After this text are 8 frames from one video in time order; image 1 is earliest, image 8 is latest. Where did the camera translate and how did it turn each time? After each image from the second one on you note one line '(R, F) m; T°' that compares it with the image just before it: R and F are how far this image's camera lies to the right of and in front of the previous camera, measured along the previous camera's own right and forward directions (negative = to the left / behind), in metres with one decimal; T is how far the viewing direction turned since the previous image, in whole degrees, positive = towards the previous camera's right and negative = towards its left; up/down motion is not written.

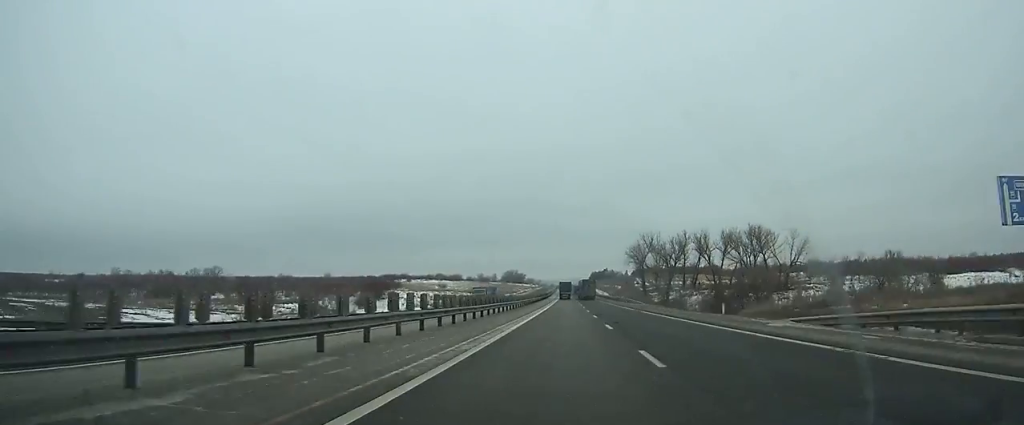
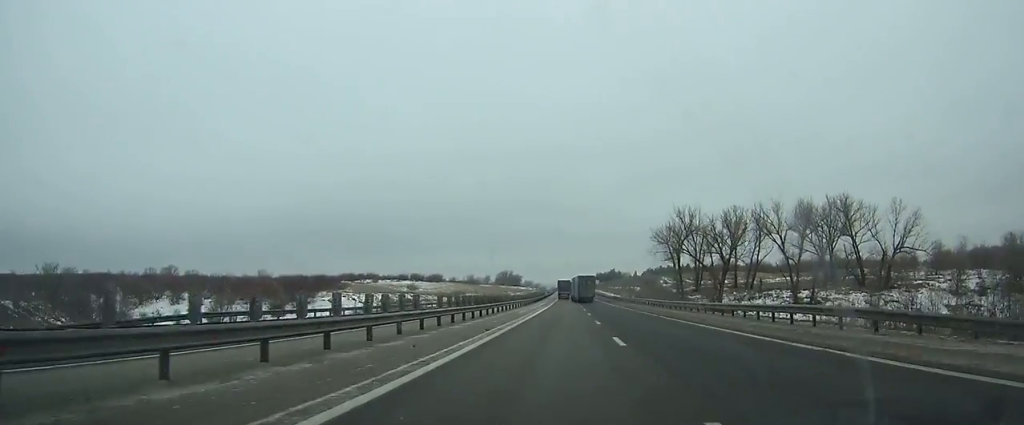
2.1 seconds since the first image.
(-0.1, +61.0) m; 0°
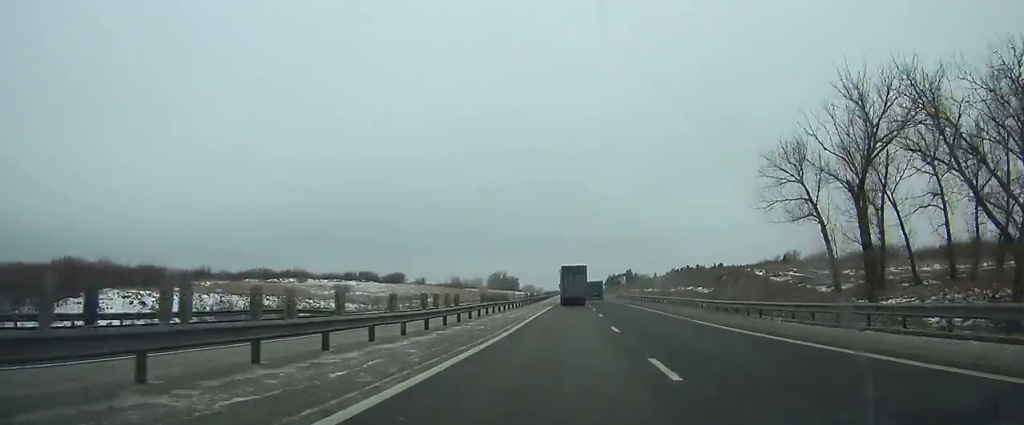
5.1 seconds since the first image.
(-0.3, +81.1) m; 0°
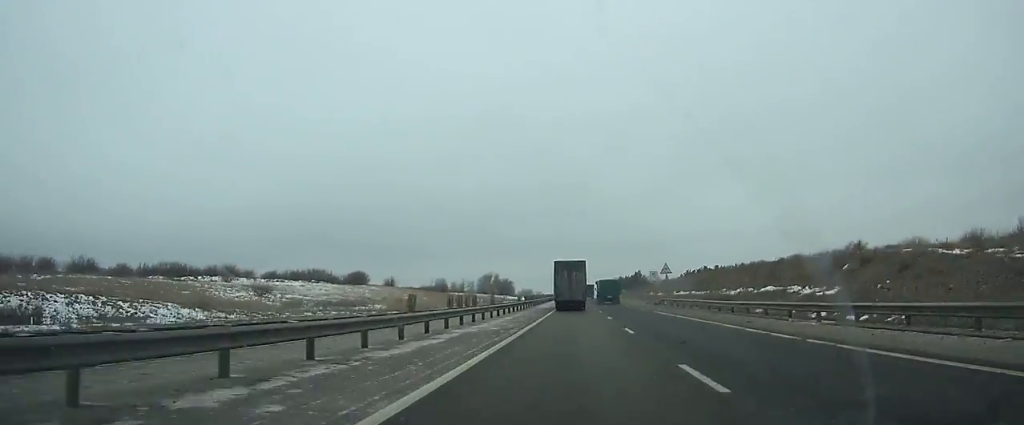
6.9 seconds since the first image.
(-0.1, +46.5) m; 0°
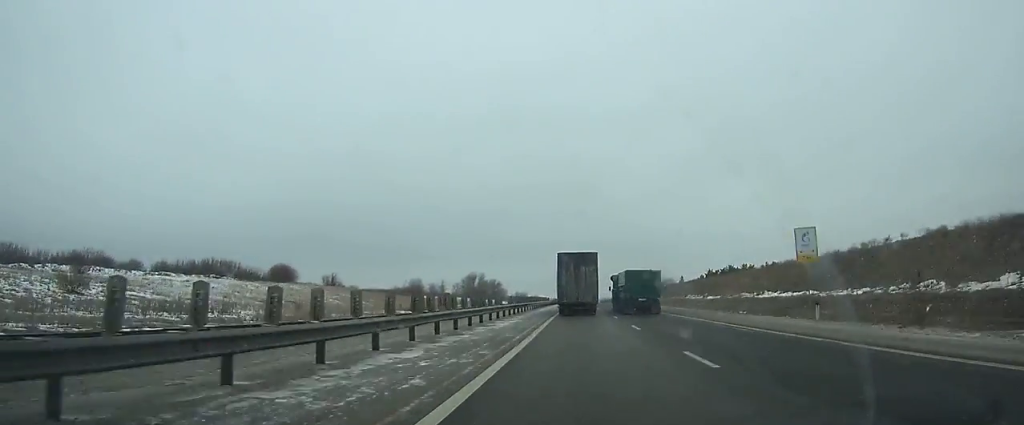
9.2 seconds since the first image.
(-0.1, +56.5) m; 0°
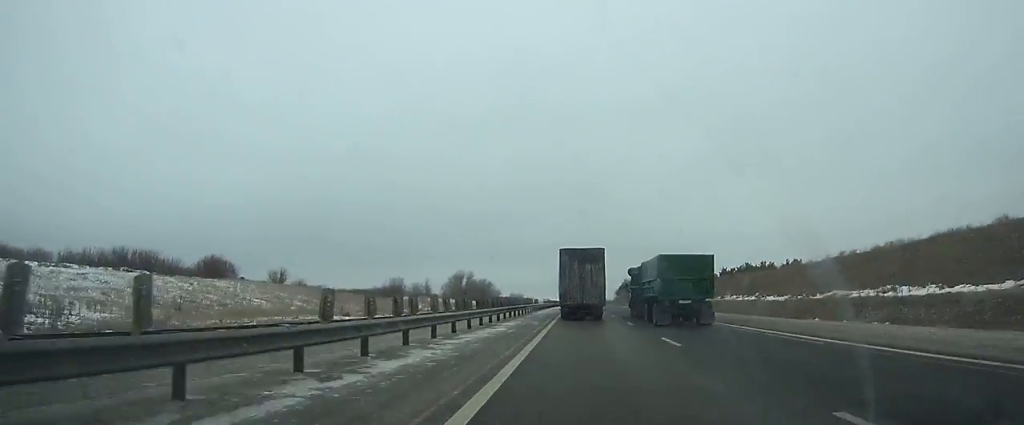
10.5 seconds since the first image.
(+0.1, +31.5) m; 0°
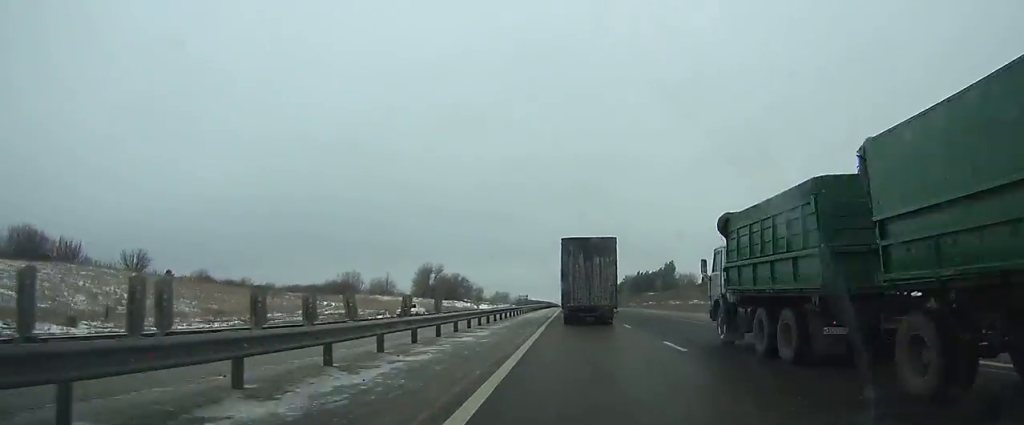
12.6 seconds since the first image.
(+0.2, +50.3) m; 0°
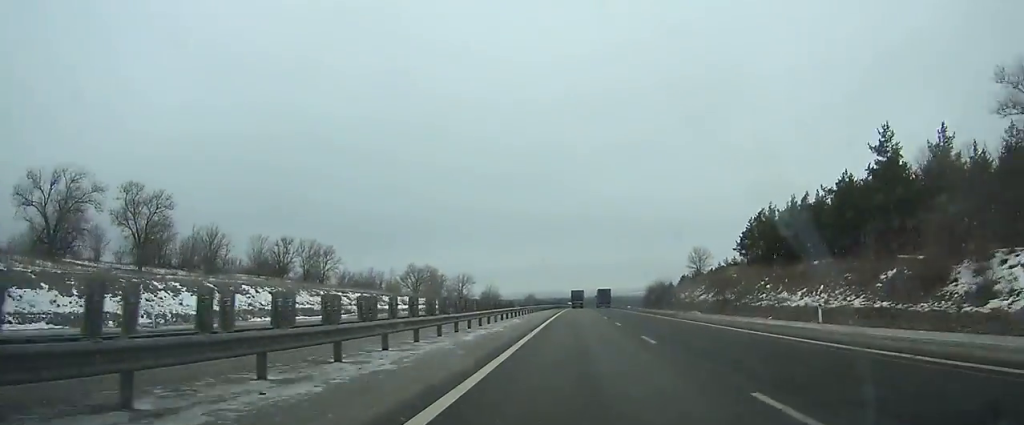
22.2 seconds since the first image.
(0.0, +246.3) m; 0°
